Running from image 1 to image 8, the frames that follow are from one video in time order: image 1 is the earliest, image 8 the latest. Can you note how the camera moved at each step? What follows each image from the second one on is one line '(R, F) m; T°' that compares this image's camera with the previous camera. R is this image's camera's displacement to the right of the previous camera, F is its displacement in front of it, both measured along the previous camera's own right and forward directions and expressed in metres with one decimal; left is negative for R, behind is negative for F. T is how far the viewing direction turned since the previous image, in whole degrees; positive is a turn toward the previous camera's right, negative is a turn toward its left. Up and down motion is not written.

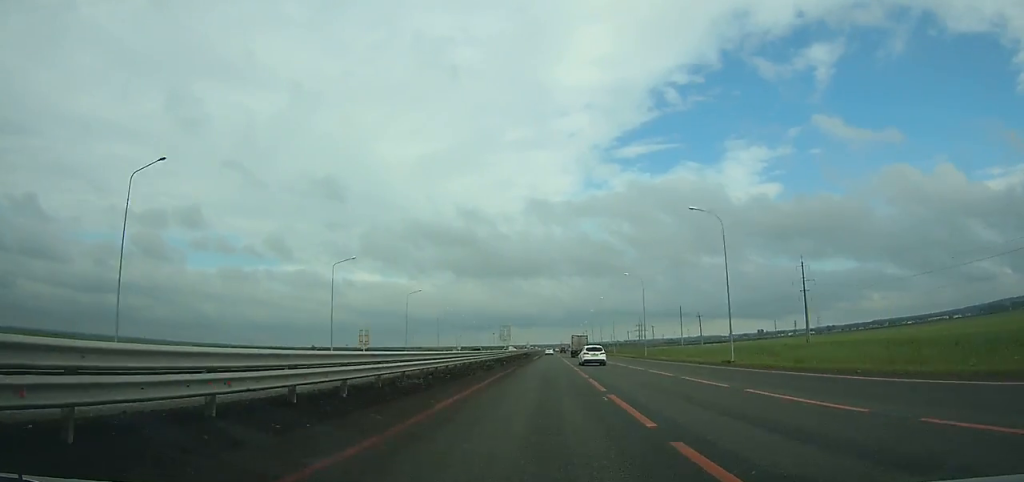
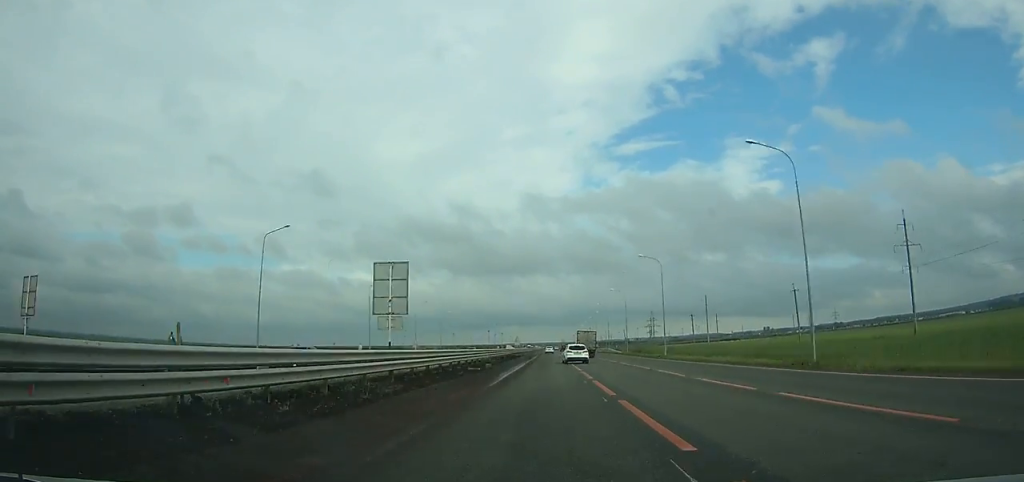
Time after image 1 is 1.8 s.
(+0.1, +51.1) m; 0°
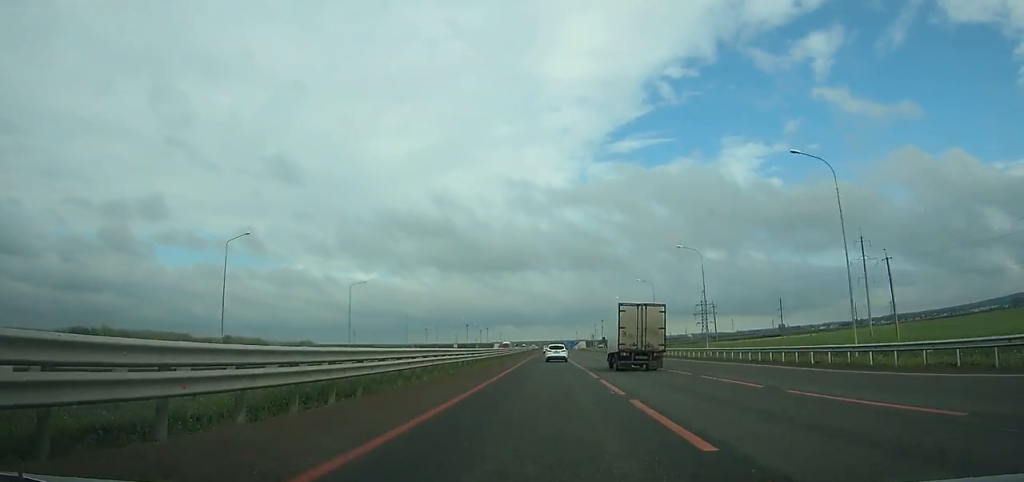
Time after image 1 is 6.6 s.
(+0.2, +137.0) m; 0°
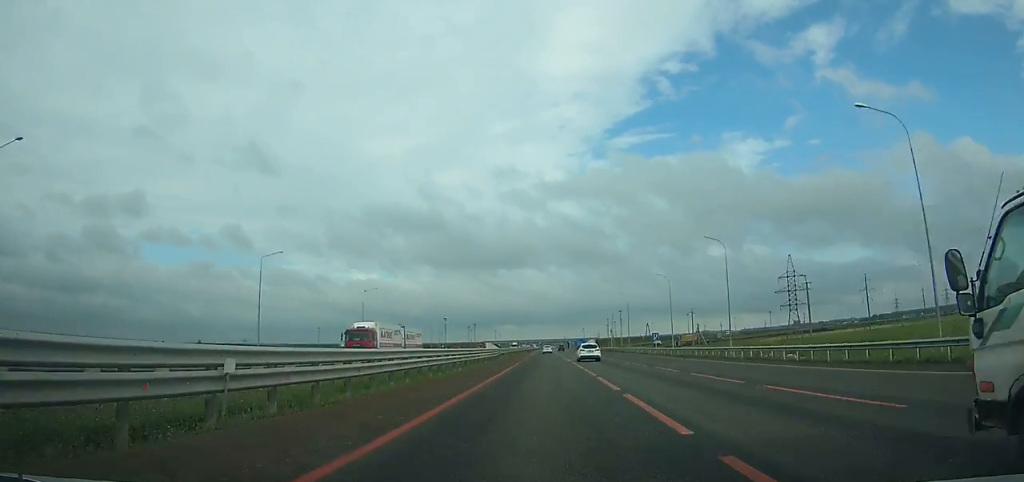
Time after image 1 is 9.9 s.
(0.0, +94.1) m; 0°
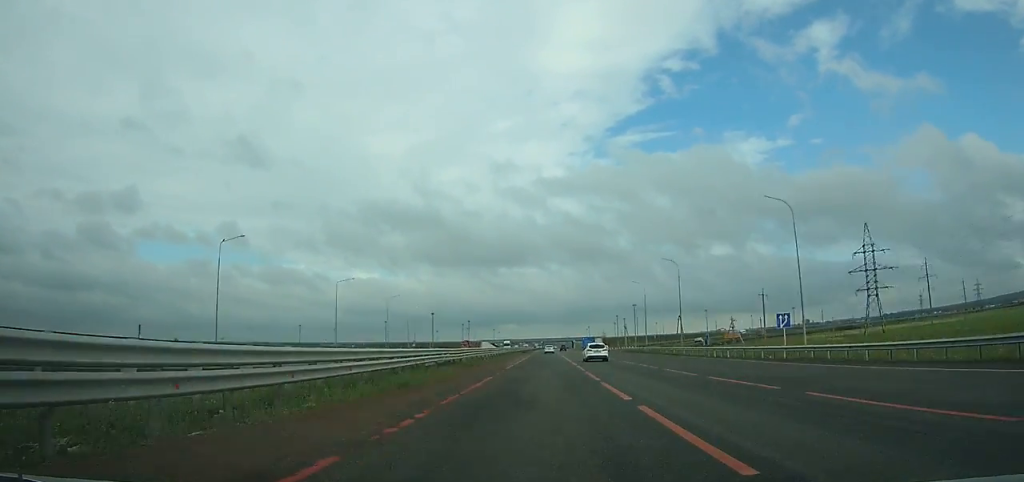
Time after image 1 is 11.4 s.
(-0.1, +42.5) m; 0°
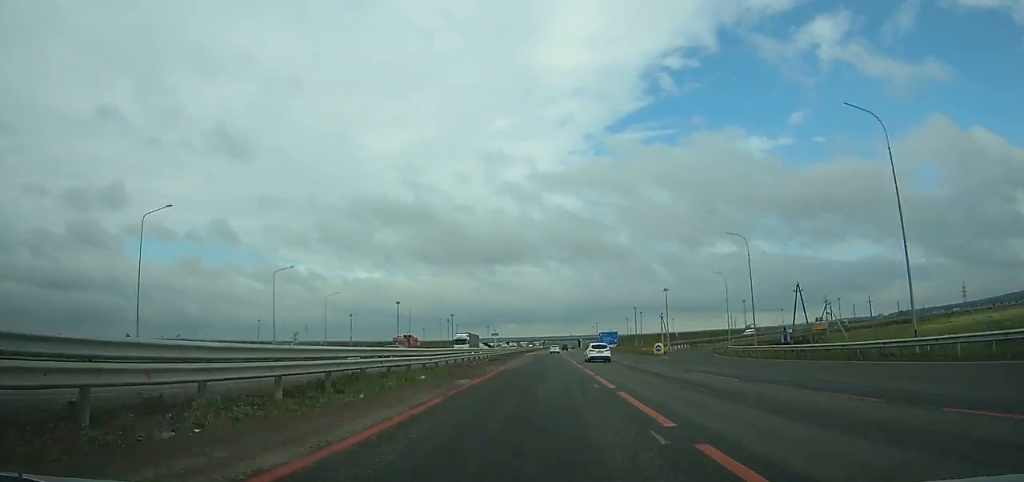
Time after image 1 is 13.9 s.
(0.0, +70.4) m; 0°
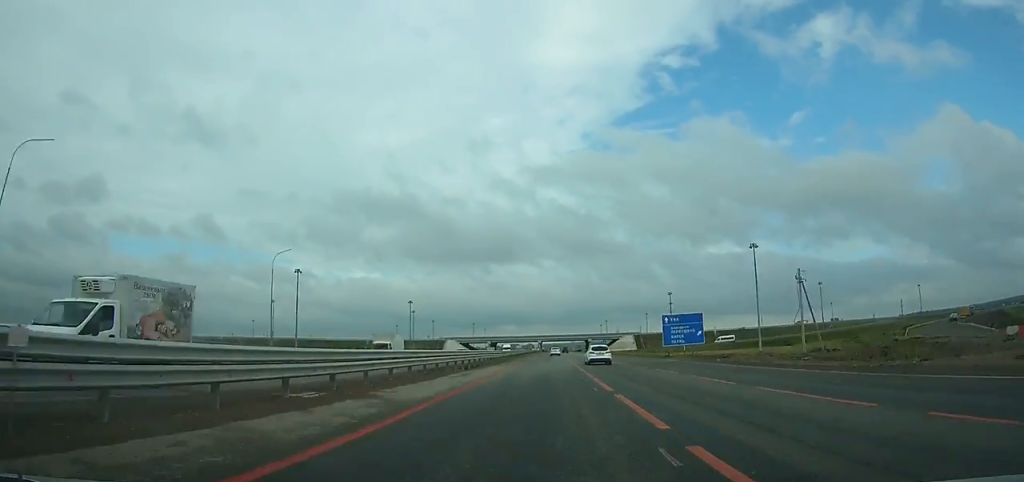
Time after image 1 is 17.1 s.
(0.0, +89.4) m; 0°
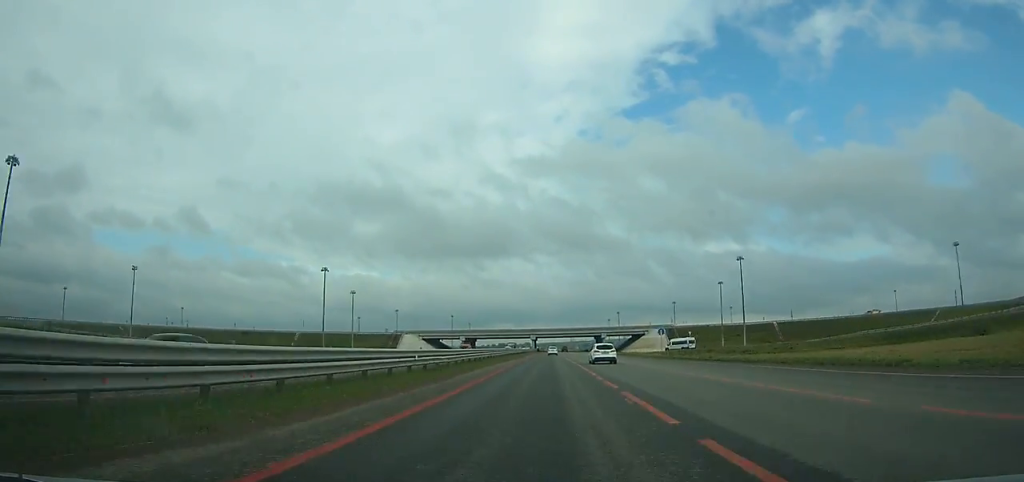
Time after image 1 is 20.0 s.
(+0.1, +80.7) m; 0°
